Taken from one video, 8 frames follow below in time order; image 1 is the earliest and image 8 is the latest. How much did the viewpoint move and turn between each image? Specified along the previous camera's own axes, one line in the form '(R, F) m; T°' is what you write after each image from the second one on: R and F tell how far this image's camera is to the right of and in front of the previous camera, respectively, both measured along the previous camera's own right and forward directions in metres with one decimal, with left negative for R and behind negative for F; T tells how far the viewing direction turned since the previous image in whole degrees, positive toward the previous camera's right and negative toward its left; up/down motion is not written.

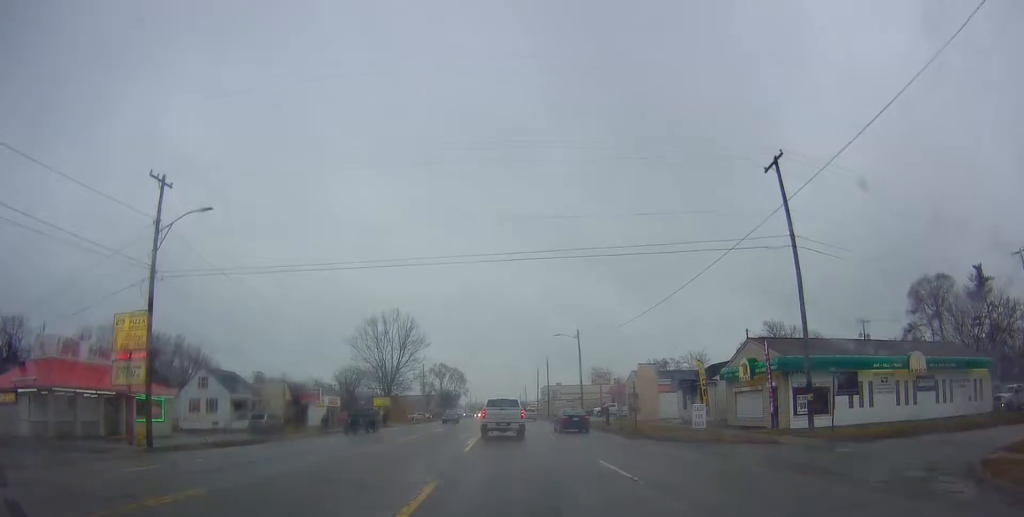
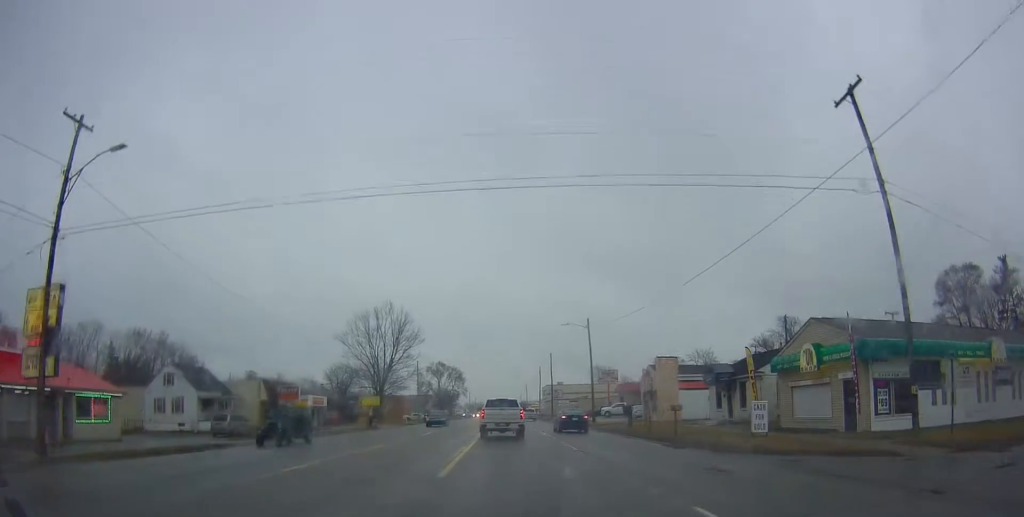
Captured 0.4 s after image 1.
(+0.2, +7.2) m; +1°
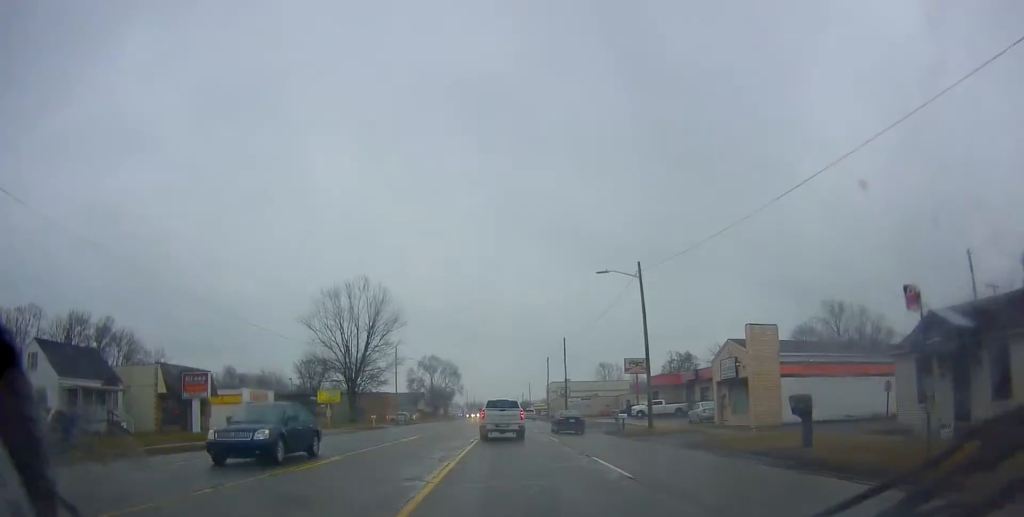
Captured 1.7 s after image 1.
(+0.3, +20.5) m; -2°
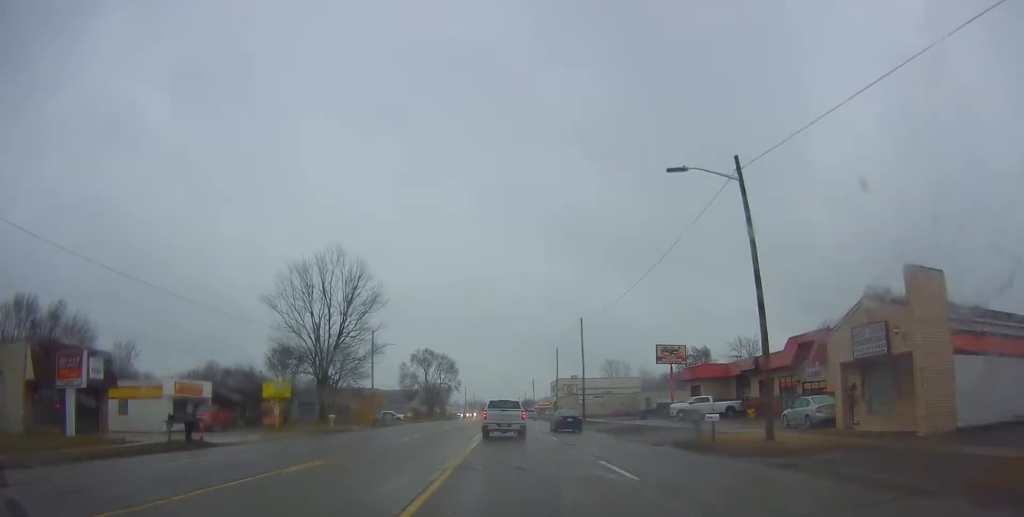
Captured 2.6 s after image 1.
(-0.7, +15.4) m; 0°
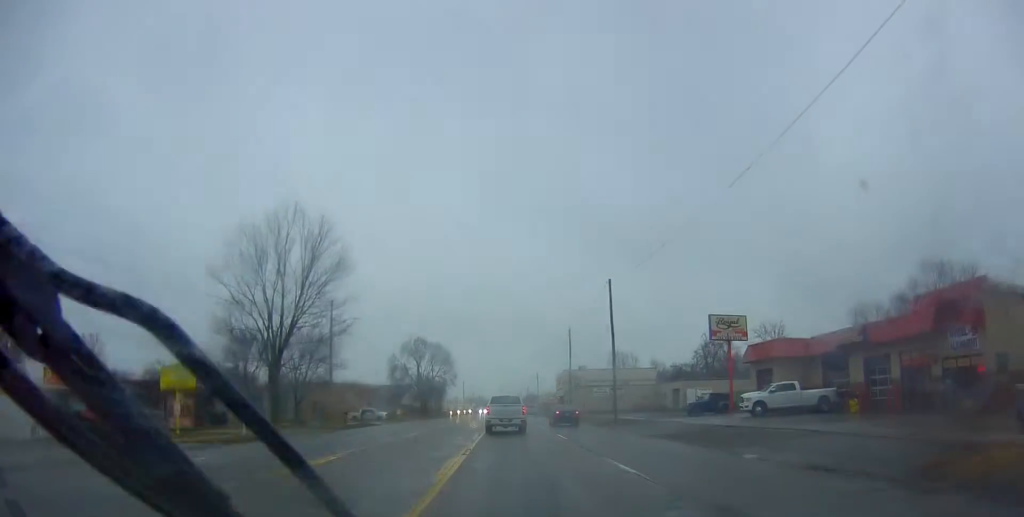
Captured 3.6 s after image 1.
(+0.7, +16.3) m; +3°
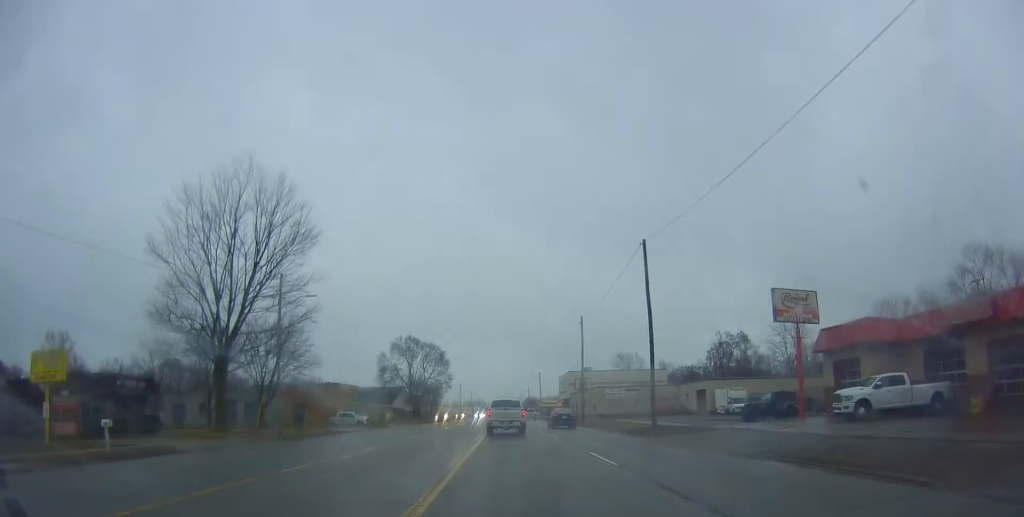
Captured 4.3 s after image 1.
(+0.1, +11.6) m; -1°
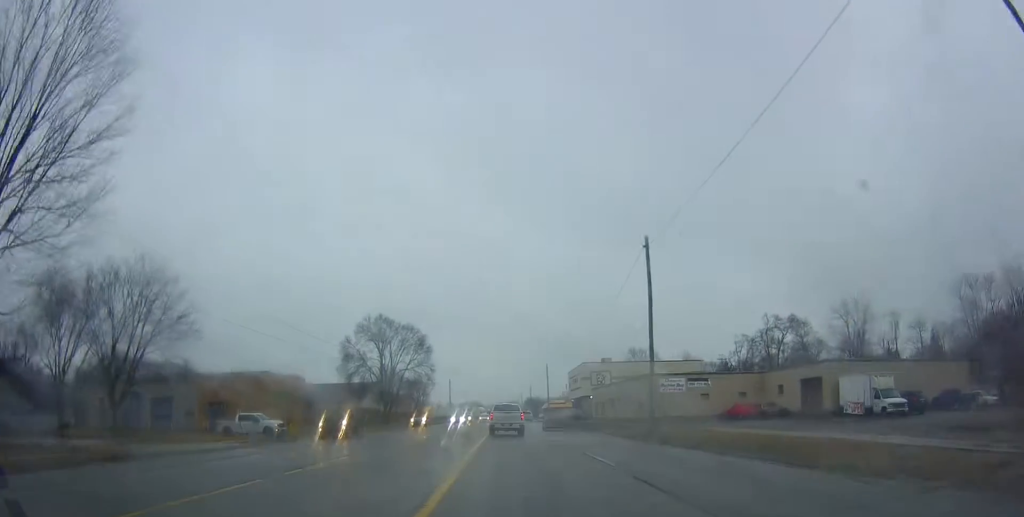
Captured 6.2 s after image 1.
(-0.3, +28.8) m; 0°
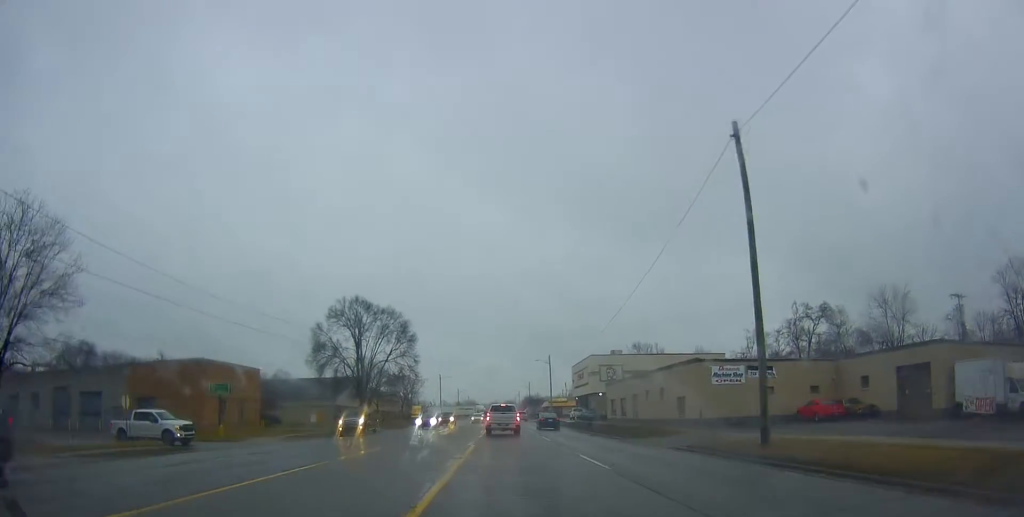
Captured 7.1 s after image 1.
(+0.2, +14.4) m; 0°
